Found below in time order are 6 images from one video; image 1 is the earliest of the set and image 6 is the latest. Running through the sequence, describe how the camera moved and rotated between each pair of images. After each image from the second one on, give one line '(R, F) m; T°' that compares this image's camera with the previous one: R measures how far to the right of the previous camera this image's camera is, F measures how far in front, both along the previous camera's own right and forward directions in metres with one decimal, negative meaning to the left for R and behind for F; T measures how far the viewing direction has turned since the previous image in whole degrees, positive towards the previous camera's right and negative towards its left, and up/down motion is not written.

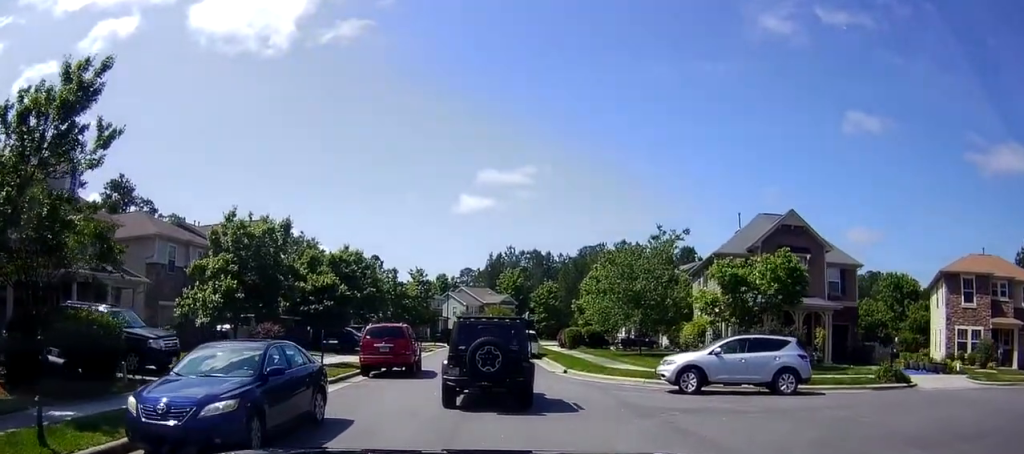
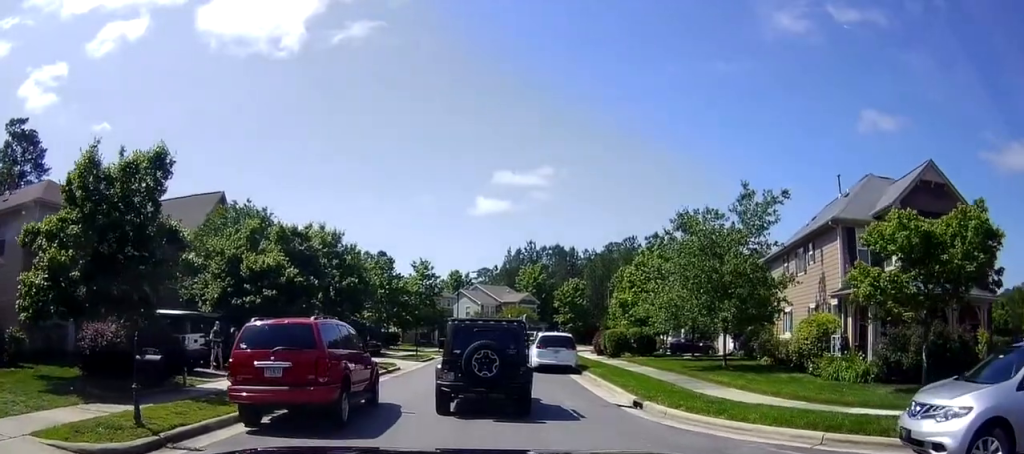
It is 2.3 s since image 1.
(0.0, +11.5) m; 0°
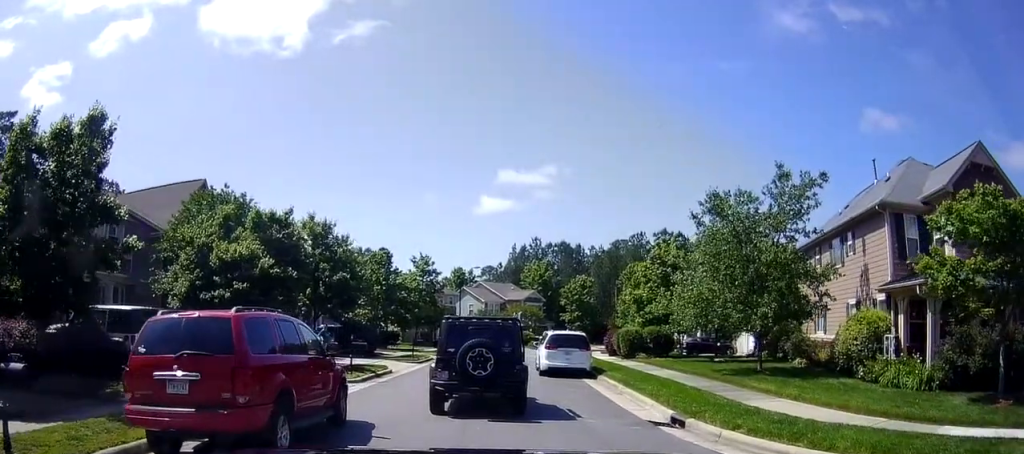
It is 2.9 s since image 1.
(0.0, +3.2) m; 0°
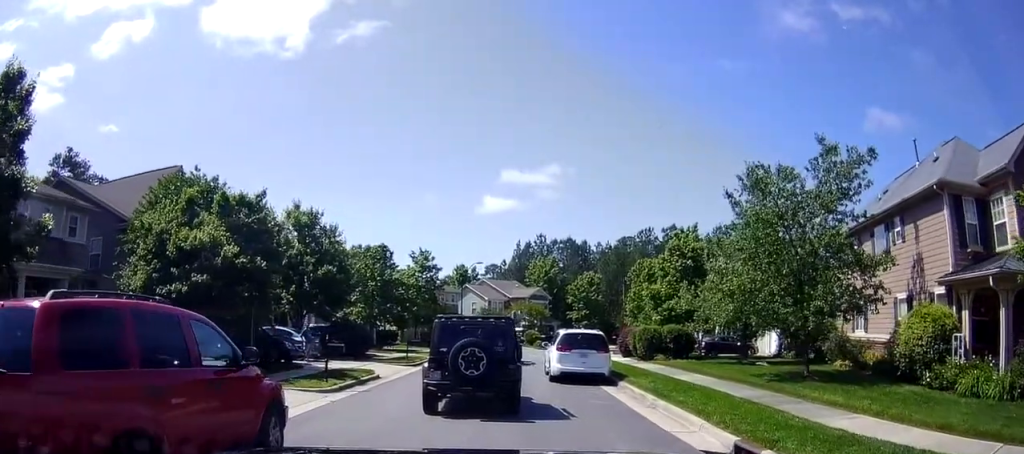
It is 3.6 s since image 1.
(0.0, +3.3) m; 0°
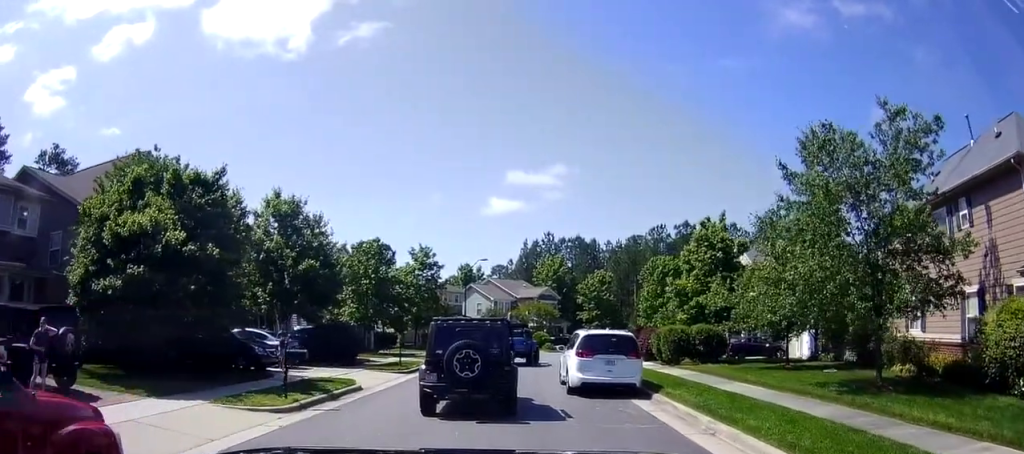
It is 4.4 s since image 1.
(0.0, +3.7) m; +1°
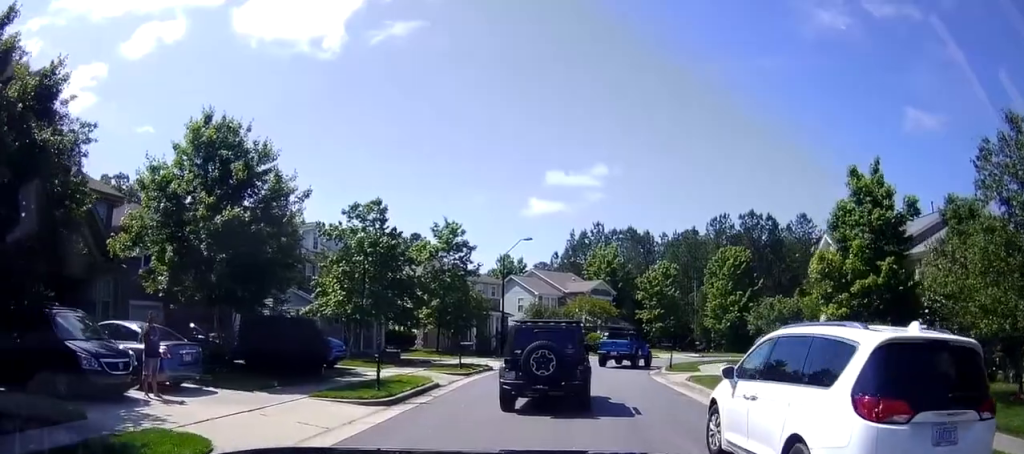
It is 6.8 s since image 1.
(-1.3, +11.3) m; -9°
